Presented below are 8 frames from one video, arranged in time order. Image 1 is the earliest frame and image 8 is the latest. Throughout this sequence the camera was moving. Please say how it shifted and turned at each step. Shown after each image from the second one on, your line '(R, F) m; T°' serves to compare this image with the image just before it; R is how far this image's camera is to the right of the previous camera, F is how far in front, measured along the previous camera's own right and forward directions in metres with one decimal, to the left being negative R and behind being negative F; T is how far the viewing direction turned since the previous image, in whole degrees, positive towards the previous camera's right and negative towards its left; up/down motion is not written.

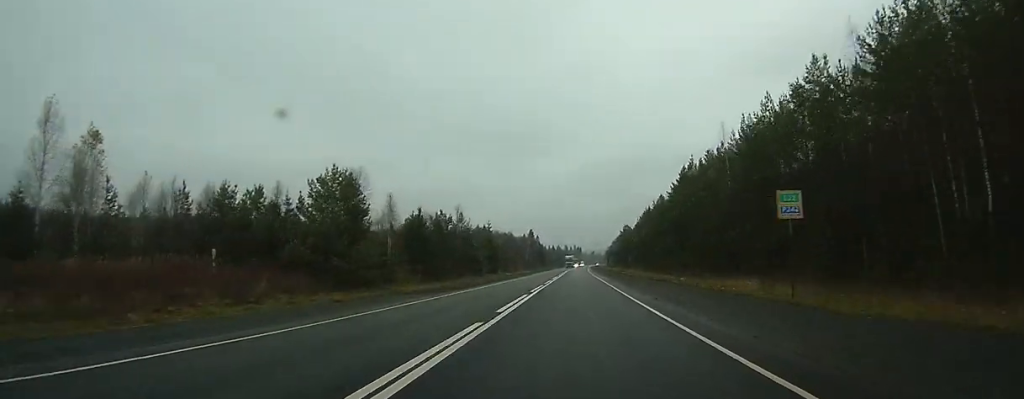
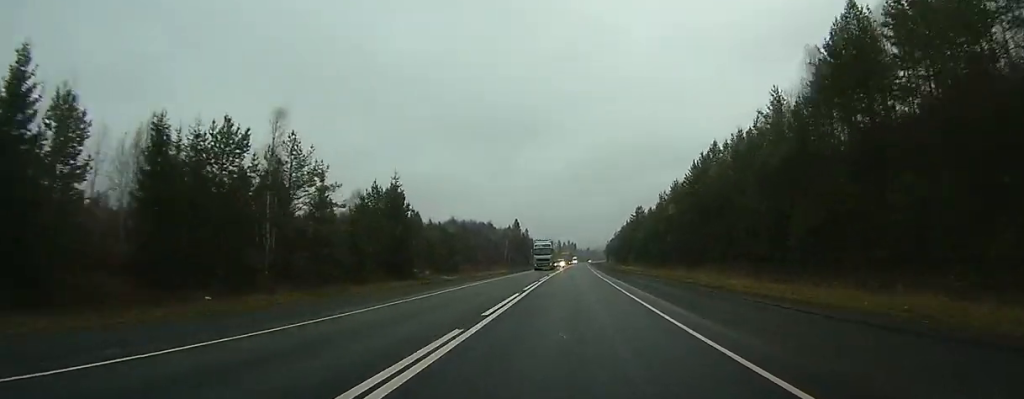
(0.0, +61.3) m; 0°
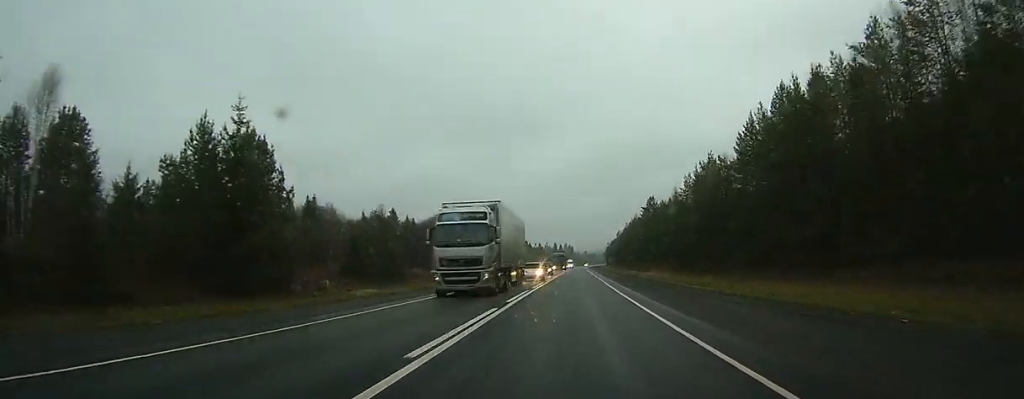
(+0.1, +29.4) m; 0°
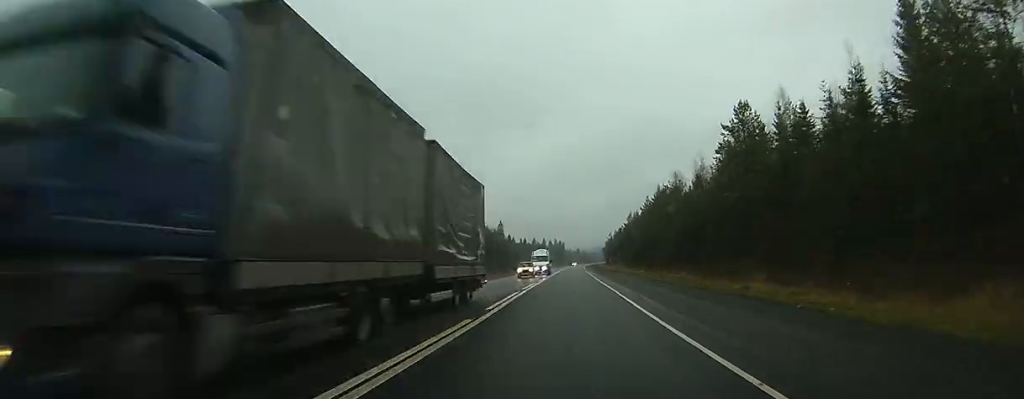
(+0.5, +72.8) m; +1°
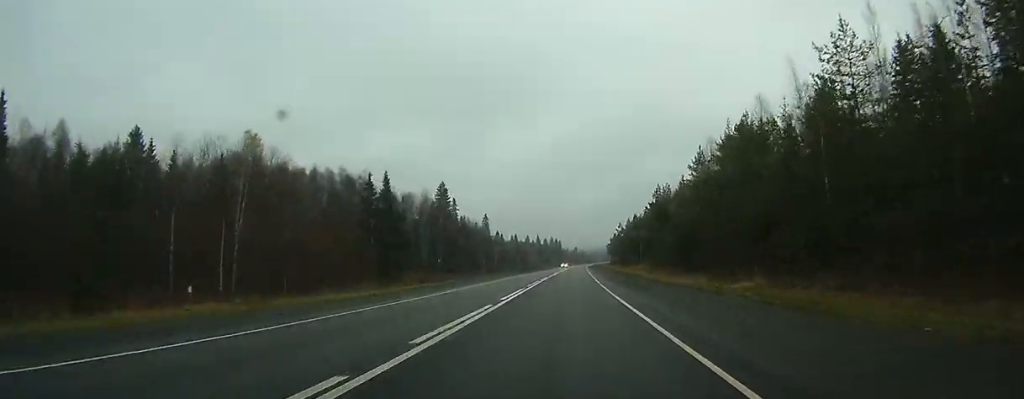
(+0.2, +51.8) m; 0°
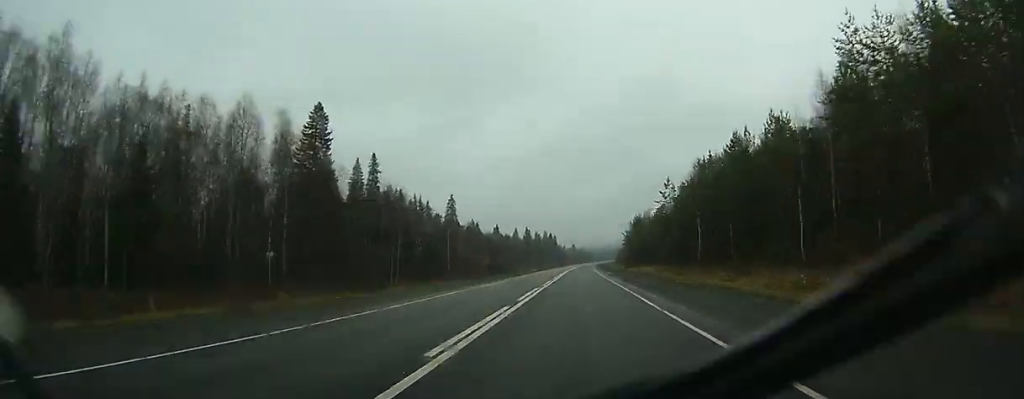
(+0.2, +81.5) m; 0°
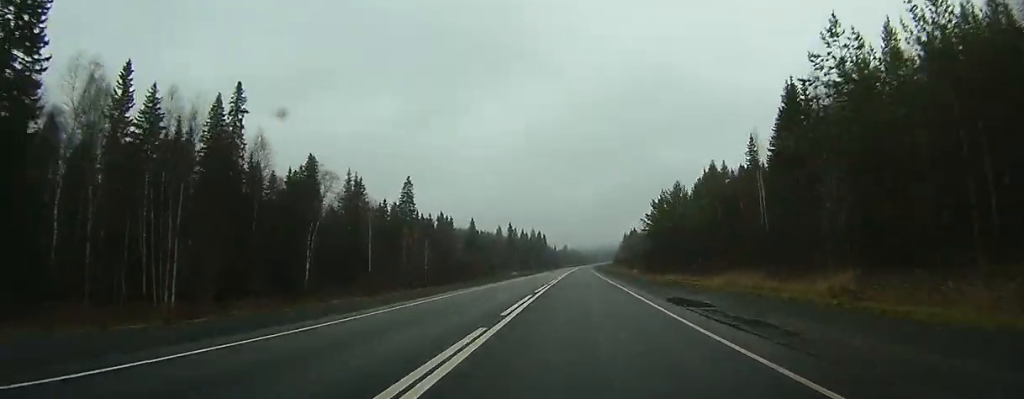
(0.0, +55.8) m; 0°
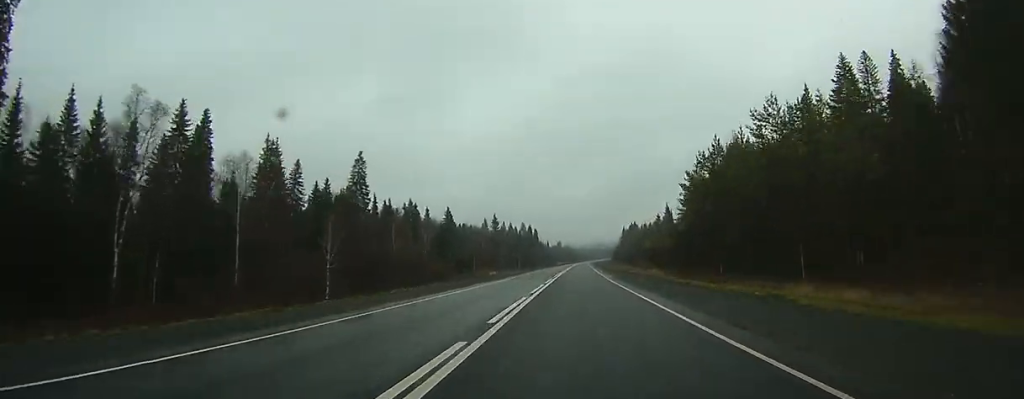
(+0.2, +40.3) m; 0°
